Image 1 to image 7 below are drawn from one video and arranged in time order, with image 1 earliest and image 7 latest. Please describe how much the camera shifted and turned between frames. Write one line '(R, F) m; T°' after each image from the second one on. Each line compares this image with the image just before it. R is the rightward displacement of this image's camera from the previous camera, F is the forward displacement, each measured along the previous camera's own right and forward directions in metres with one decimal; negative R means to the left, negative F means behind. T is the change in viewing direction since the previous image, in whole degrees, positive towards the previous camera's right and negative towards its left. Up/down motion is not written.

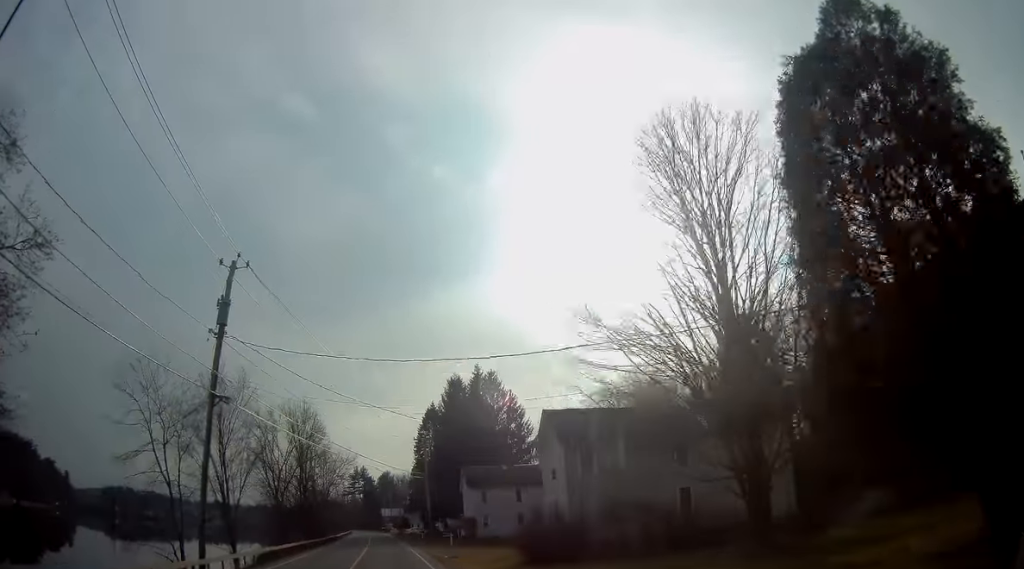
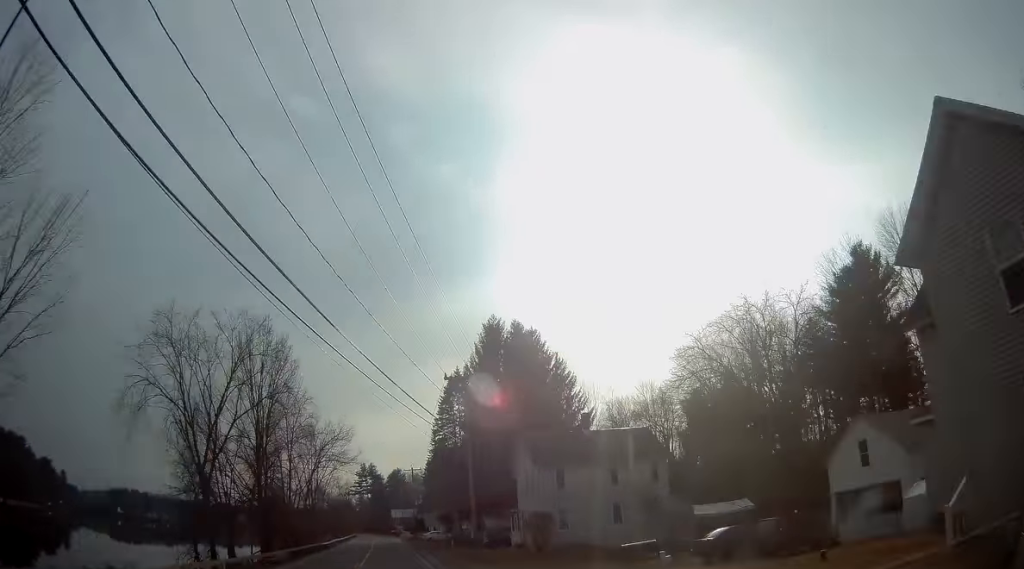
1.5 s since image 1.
(-0.4, +25.9) m; -1°
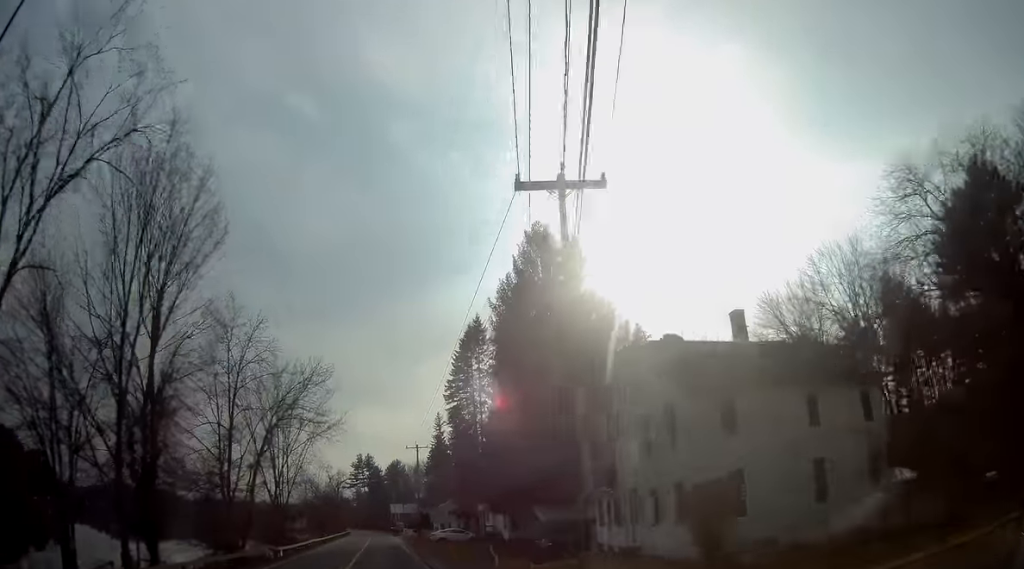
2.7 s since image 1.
(+0.2, +20.7) m; 0°
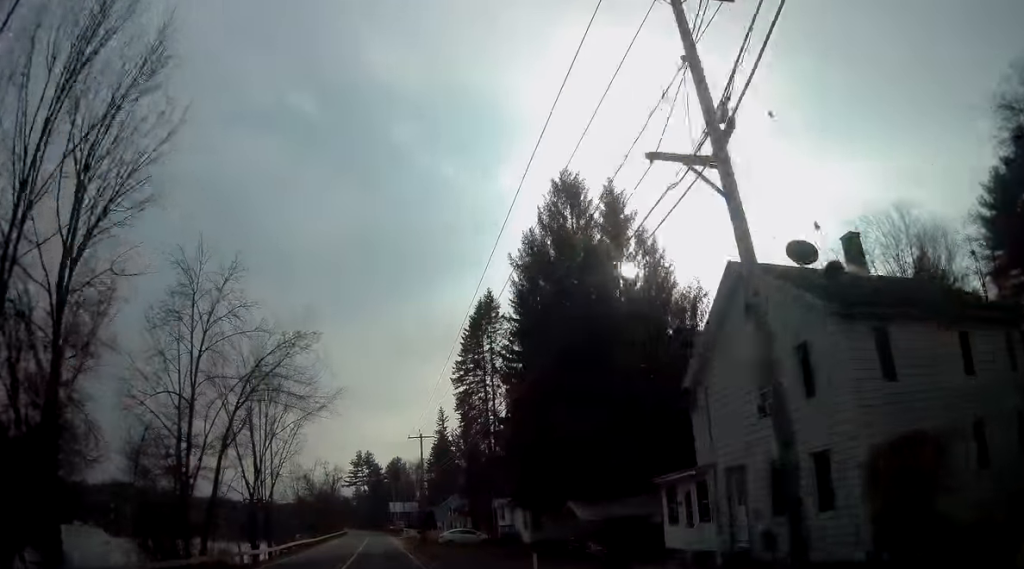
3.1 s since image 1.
(-0.1, +7.5) m; -1°
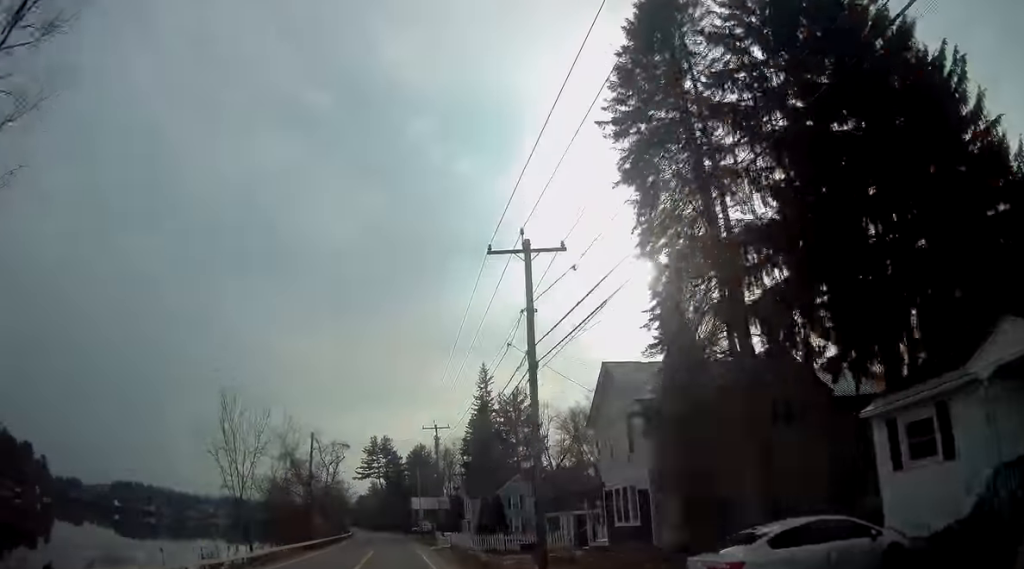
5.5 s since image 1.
(-1.0, +39.5) m; -2°
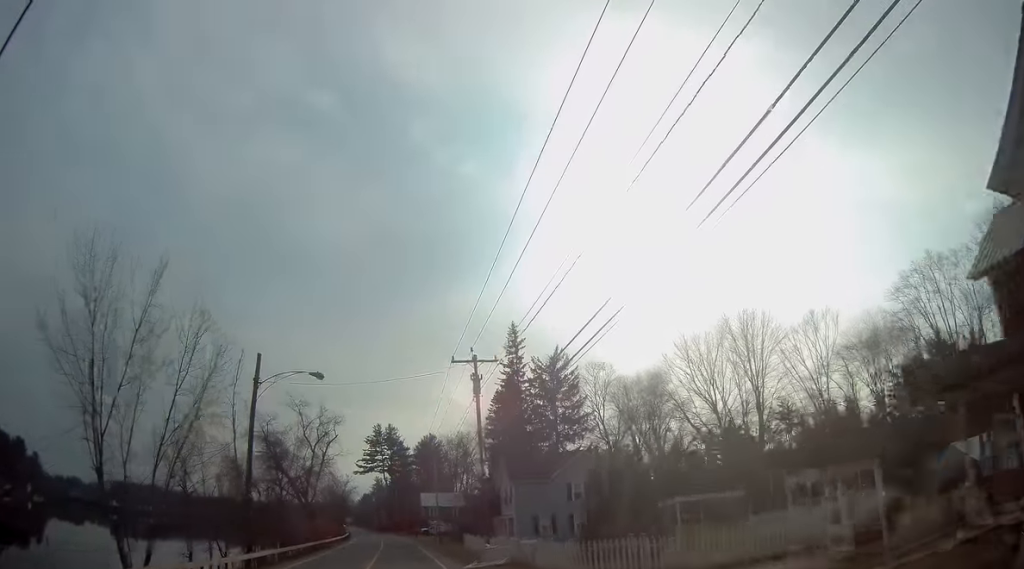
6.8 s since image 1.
(+0.2, +21.7) m; 0°
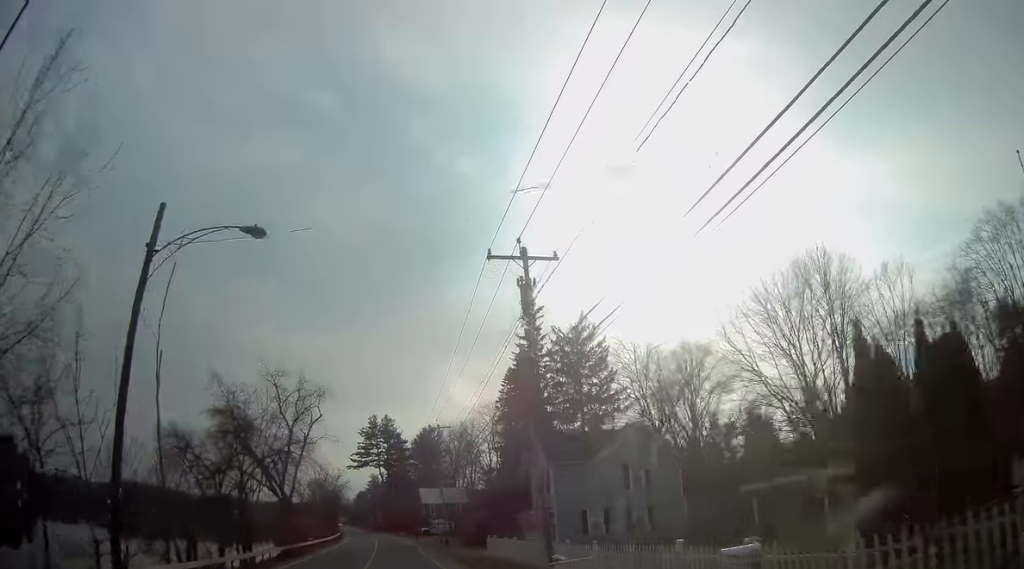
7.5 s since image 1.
(-0.3, +12.7) m; 0°
